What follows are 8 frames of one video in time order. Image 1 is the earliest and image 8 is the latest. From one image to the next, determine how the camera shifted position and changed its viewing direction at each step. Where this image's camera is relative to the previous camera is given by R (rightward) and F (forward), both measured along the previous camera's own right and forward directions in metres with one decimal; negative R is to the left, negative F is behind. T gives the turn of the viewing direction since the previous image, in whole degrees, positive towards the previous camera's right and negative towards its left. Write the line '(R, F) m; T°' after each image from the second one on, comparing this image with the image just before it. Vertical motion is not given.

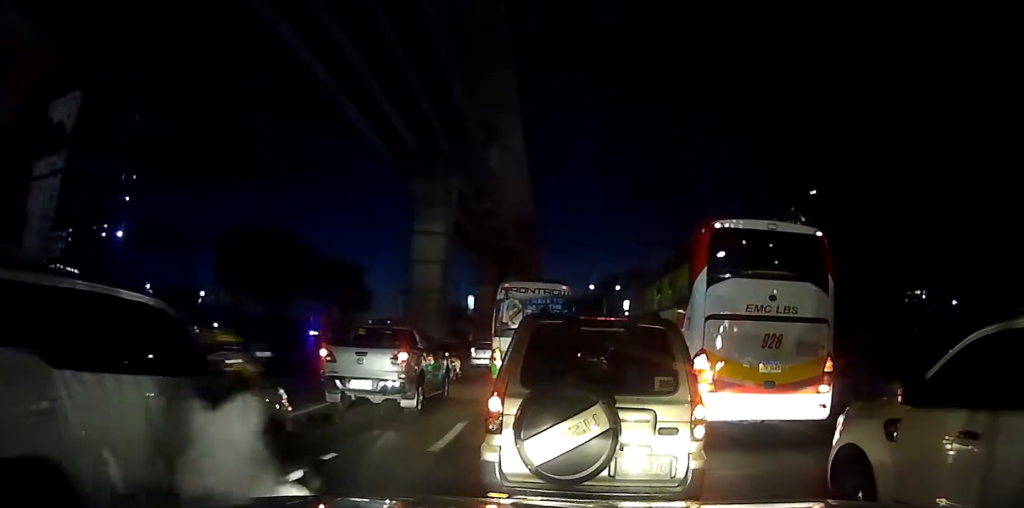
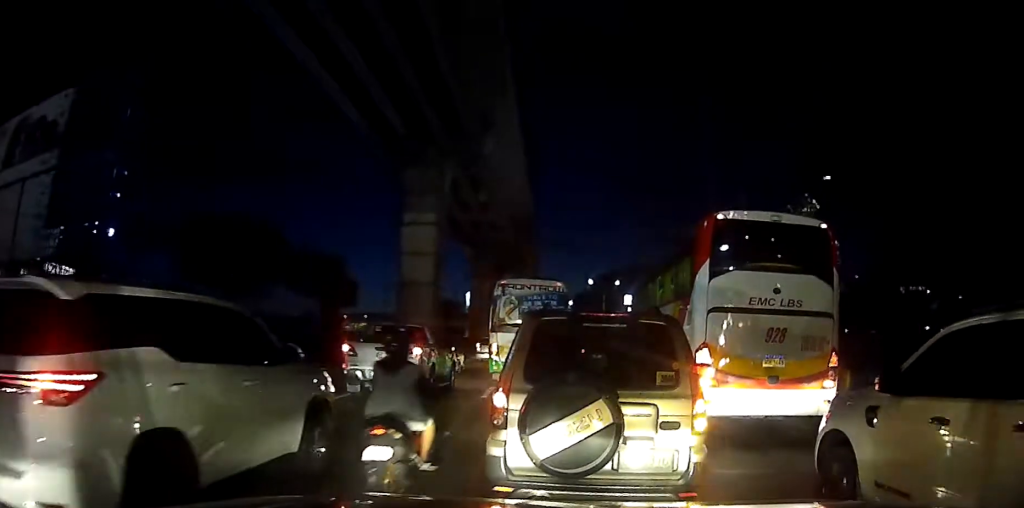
(+0.1, +1.6) m; 0°
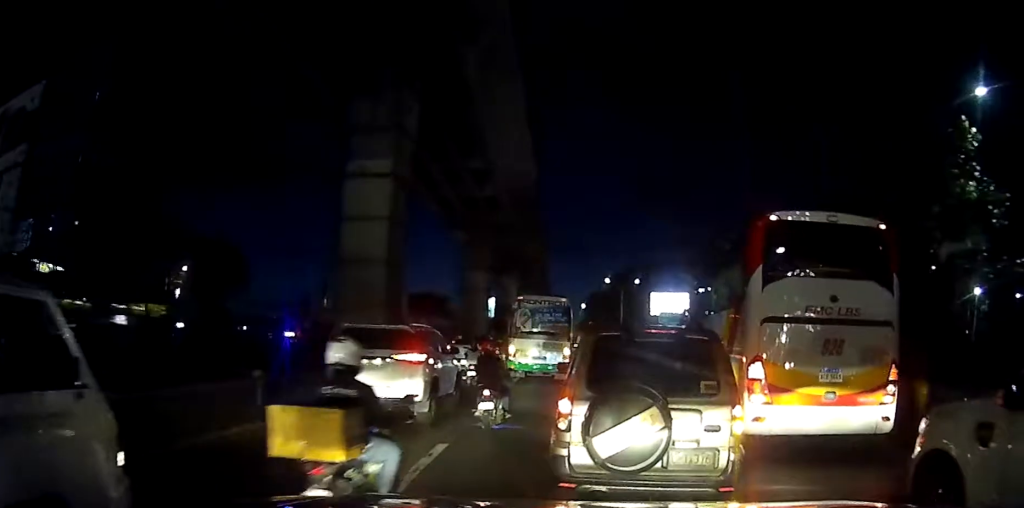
(-0.5, +9.9) m; -1°
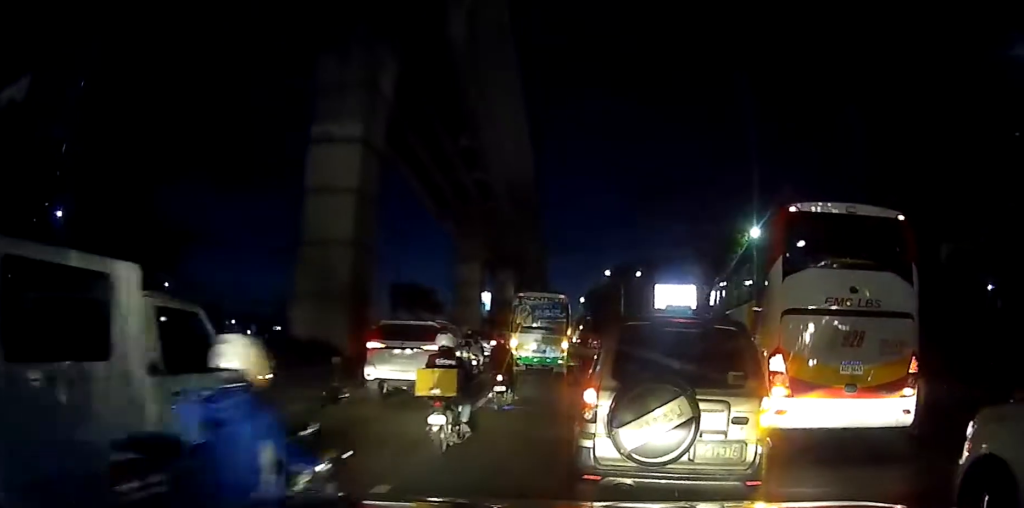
(0.0, +3.1) m; +3°
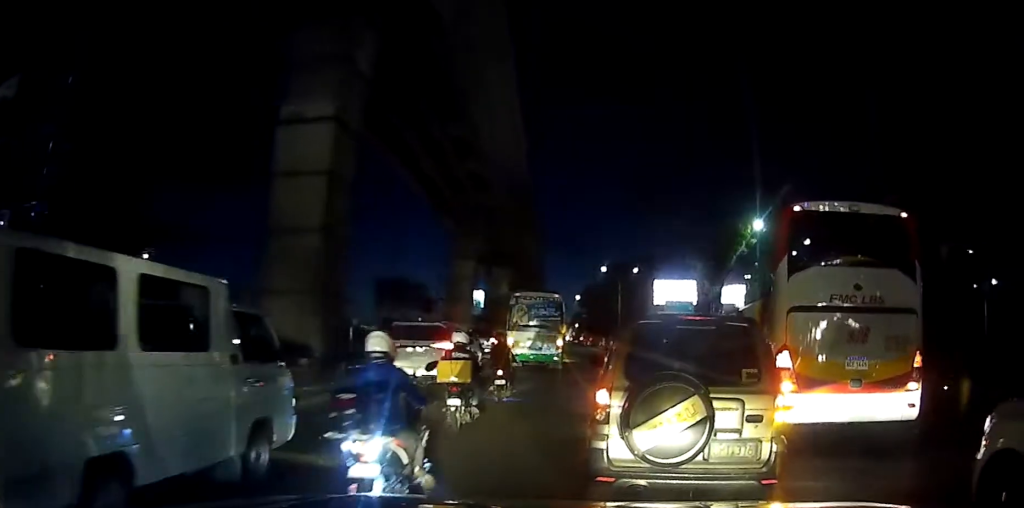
(+0.1, +1.7) m; +2°
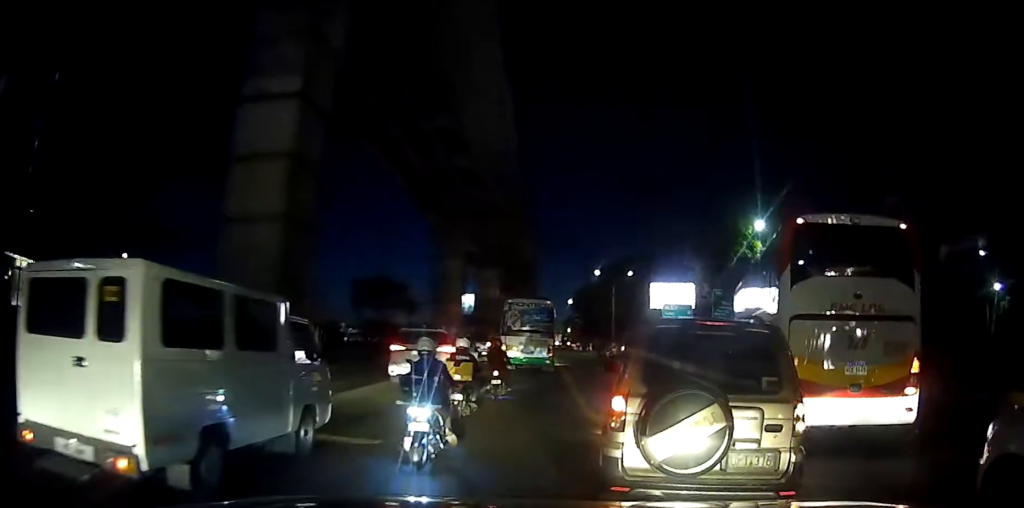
(0.0, +1.9) m; +2°
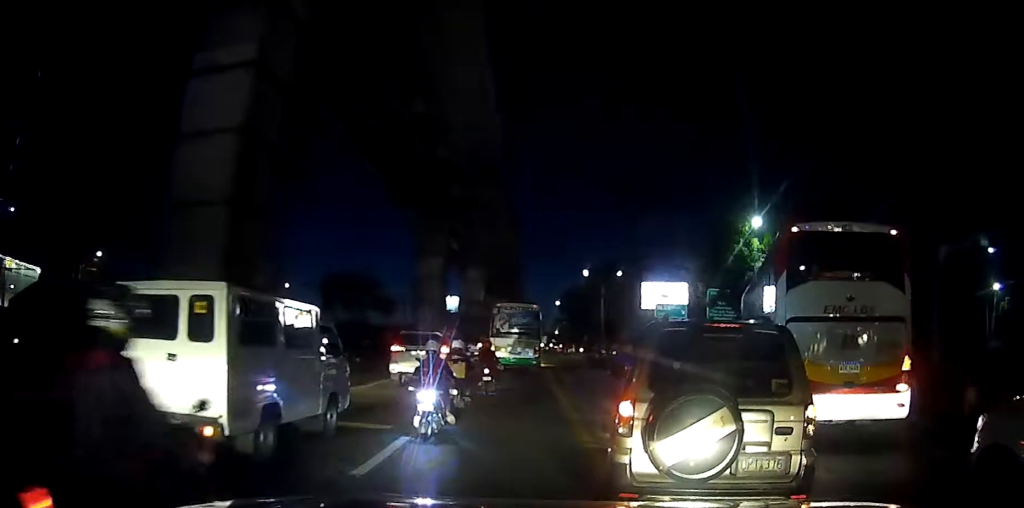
(0.0, +1.8) m; 0°
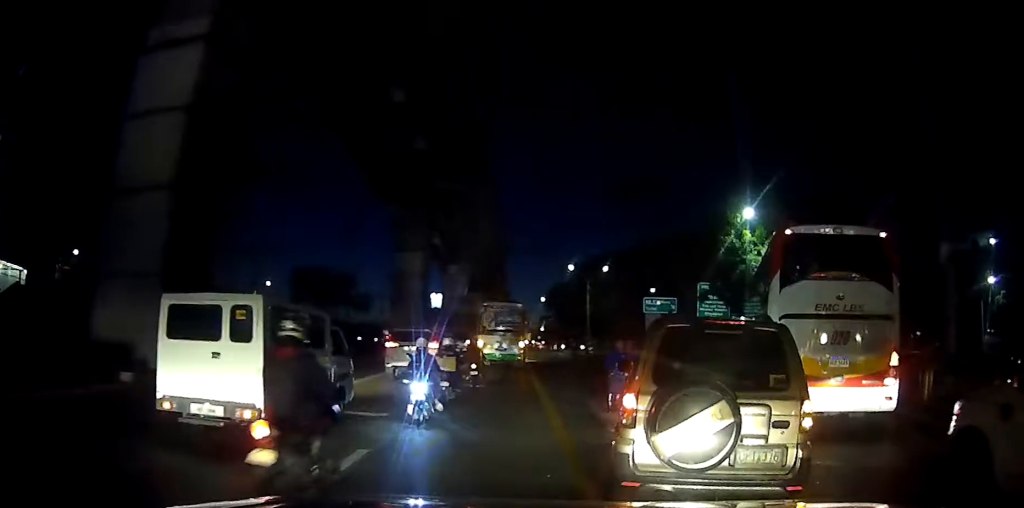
(0.0, +1.4) m; +1°
